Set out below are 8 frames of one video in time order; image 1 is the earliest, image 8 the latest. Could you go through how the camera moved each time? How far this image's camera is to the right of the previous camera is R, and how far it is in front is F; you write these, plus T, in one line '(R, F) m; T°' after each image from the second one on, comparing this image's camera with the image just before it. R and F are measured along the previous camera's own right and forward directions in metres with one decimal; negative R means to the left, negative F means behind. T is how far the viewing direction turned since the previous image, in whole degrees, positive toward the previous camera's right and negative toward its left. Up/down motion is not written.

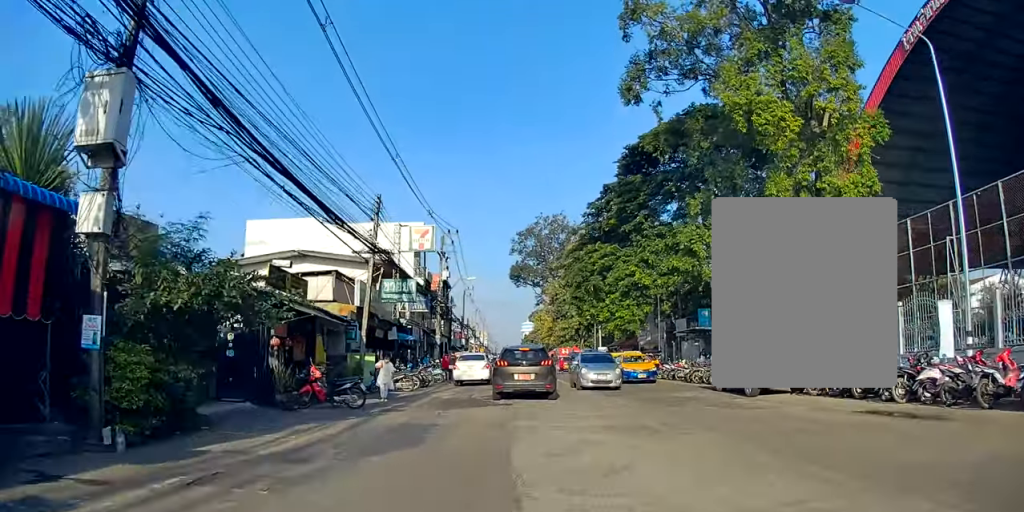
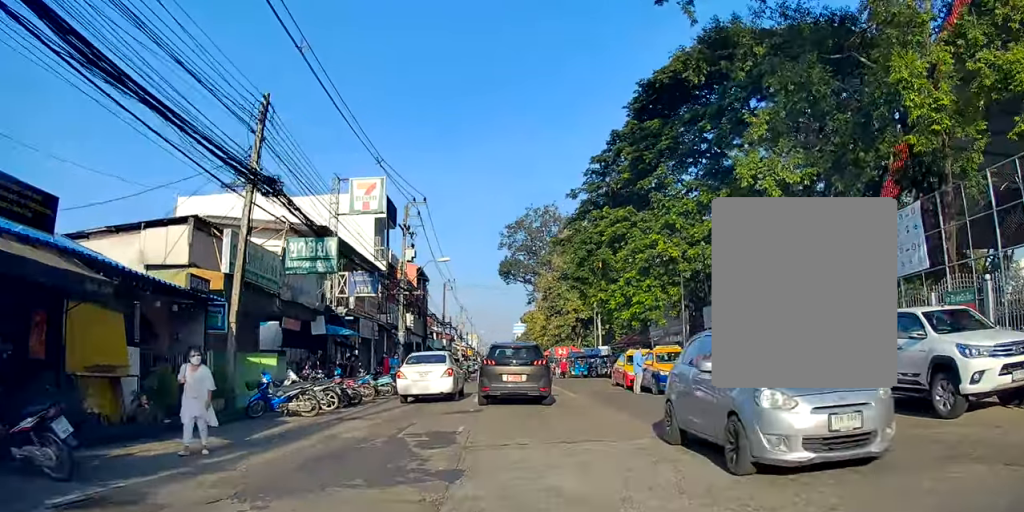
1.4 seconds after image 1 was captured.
(-0.5, +10.3) m; -3°
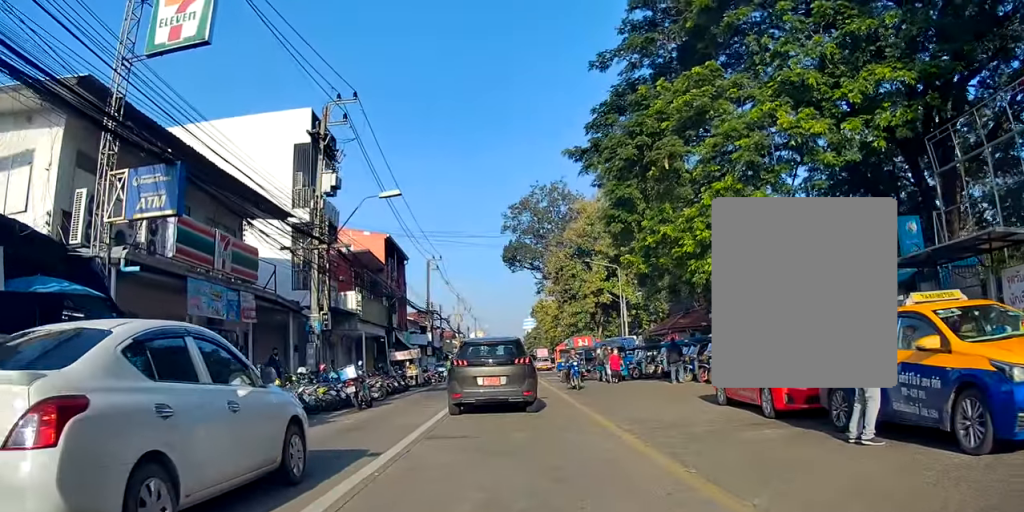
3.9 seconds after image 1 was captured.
(+0.5, +17.5) m; +3°
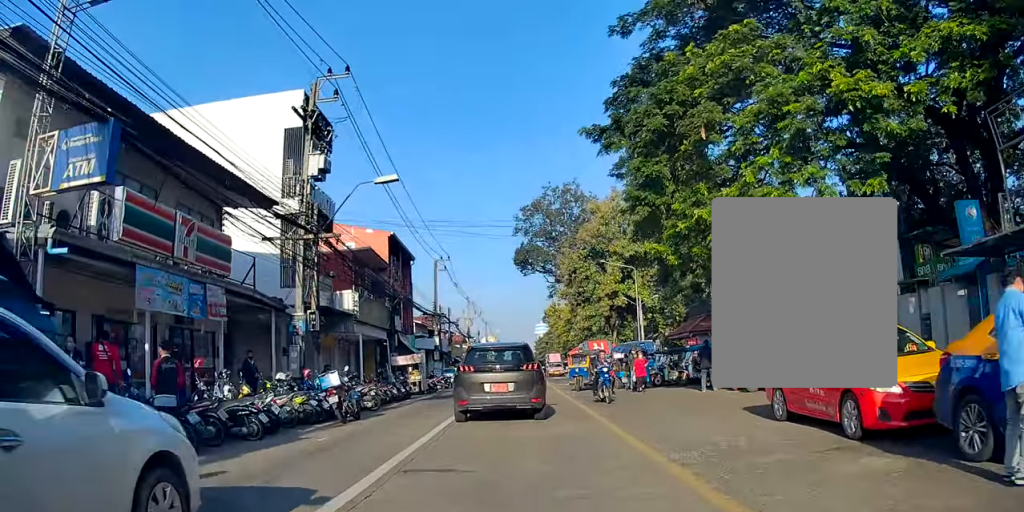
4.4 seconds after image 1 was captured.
(-0.1, +3.1) m; 0°
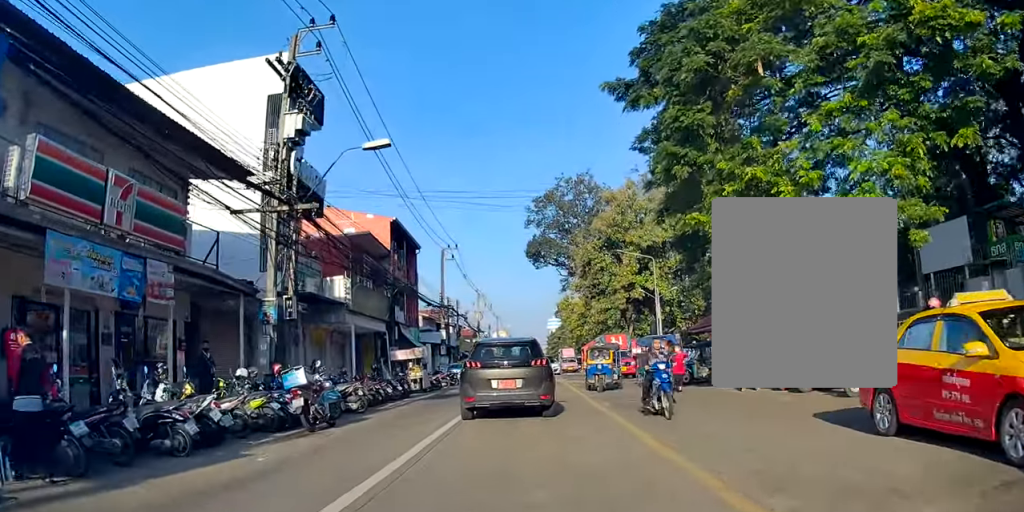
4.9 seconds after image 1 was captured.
(0.0, +3.5) m; 0°
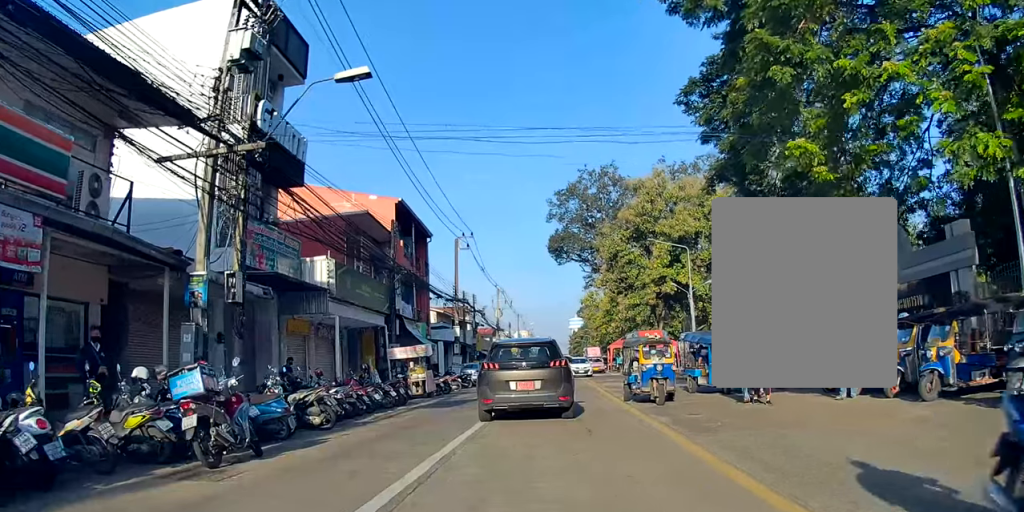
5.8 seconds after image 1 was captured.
(+0.2, +5.3) m; 0°
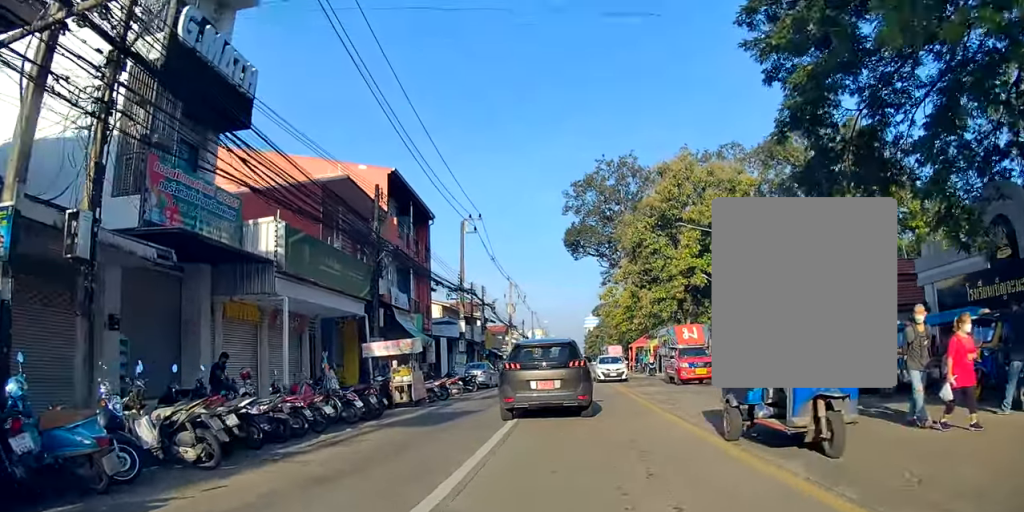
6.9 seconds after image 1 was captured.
(-0.2, +6.1) m; -2°
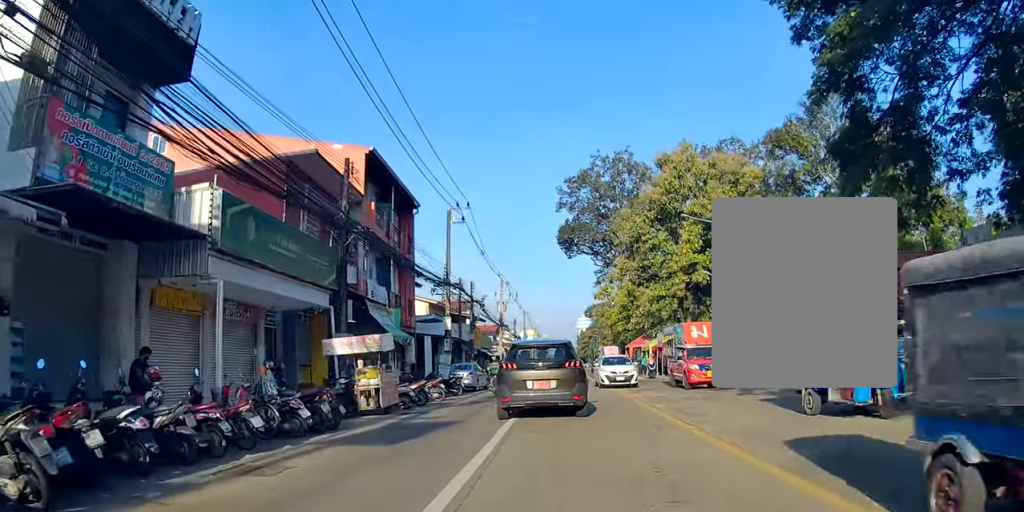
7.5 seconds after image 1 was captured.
(0.0, +3.1) m; +1°
